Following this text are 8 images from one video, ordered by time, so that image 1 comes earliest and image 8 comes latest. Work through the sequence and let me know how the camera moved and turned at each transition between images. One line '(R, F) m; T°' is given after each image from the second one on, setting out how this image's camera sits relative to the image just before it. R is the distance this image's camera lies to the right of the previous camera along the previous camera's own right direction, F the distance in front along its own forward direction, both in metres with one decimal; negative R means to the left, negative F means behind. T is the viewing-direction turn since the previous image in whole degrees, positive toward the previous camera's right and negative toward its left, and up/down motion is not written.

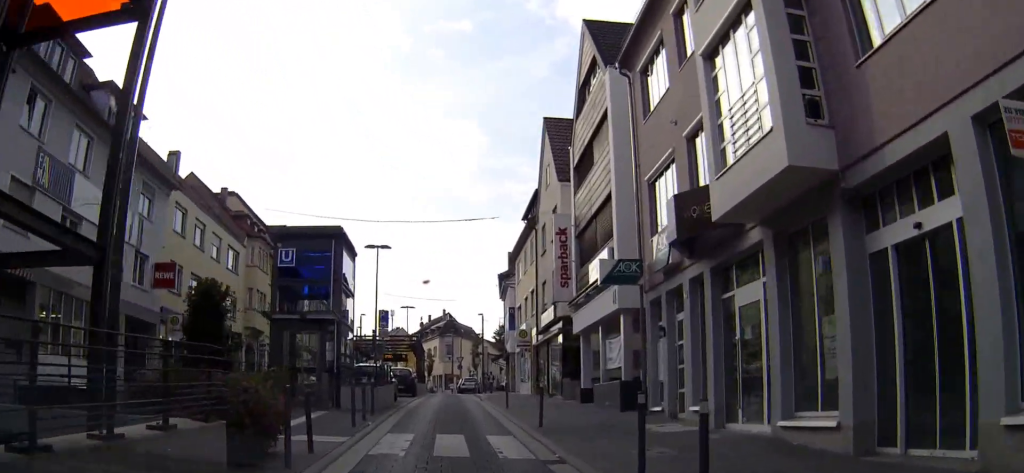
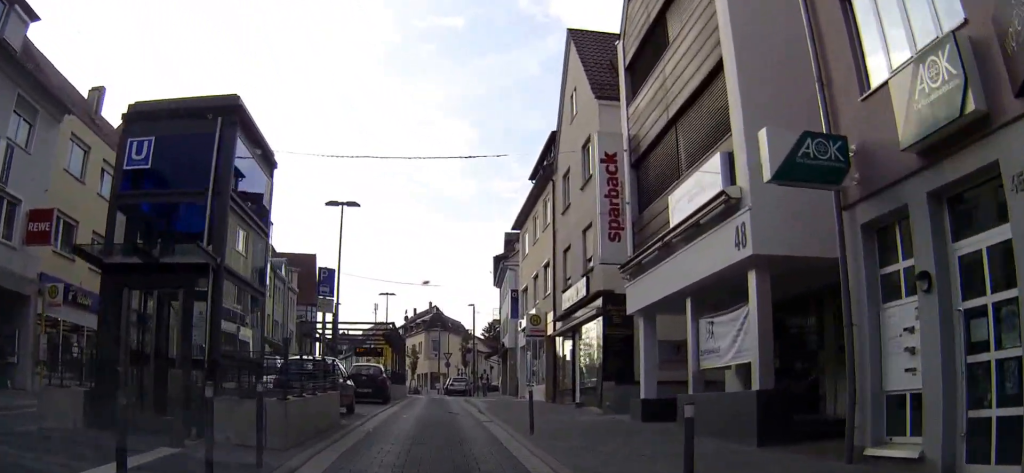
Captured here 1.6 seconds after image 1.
(+0.1, +10.7) m; +1°
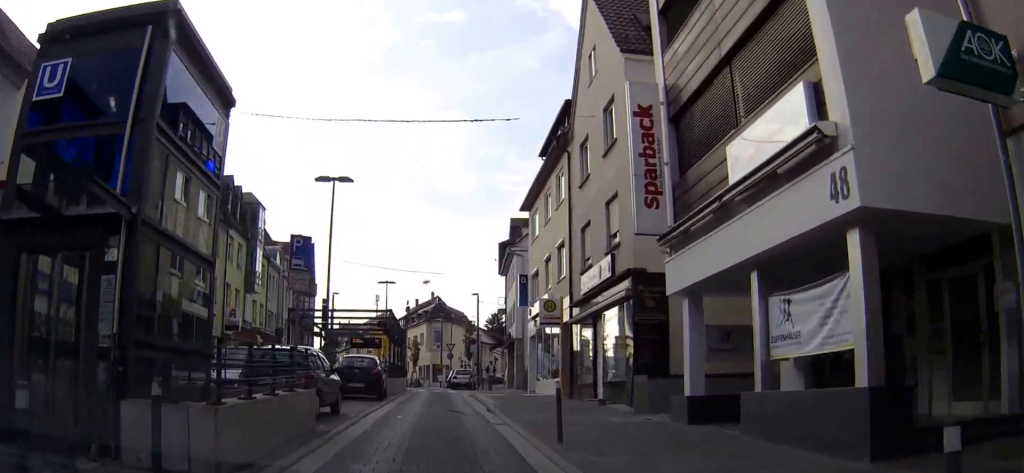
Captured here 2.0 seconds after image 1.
(0.0, +3.3) m; +1°
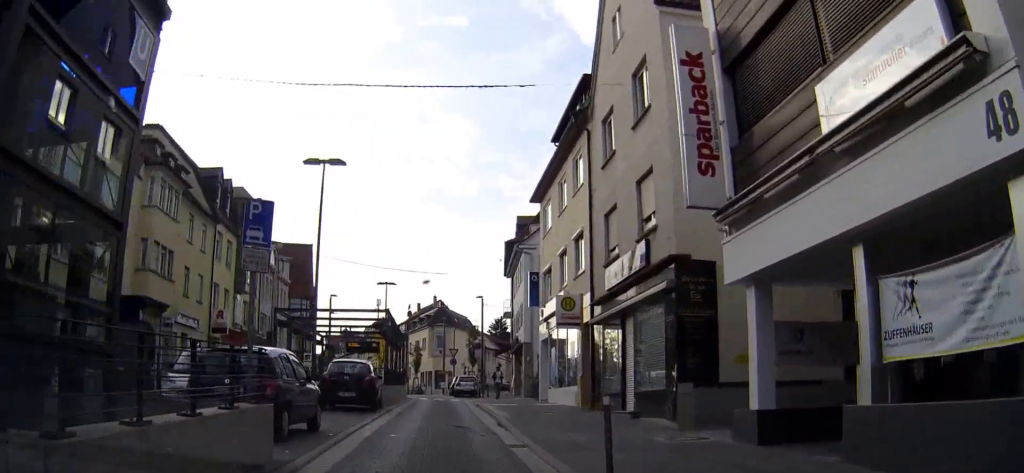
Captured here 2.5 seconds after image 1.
(0.0, +3.3) m; 0°
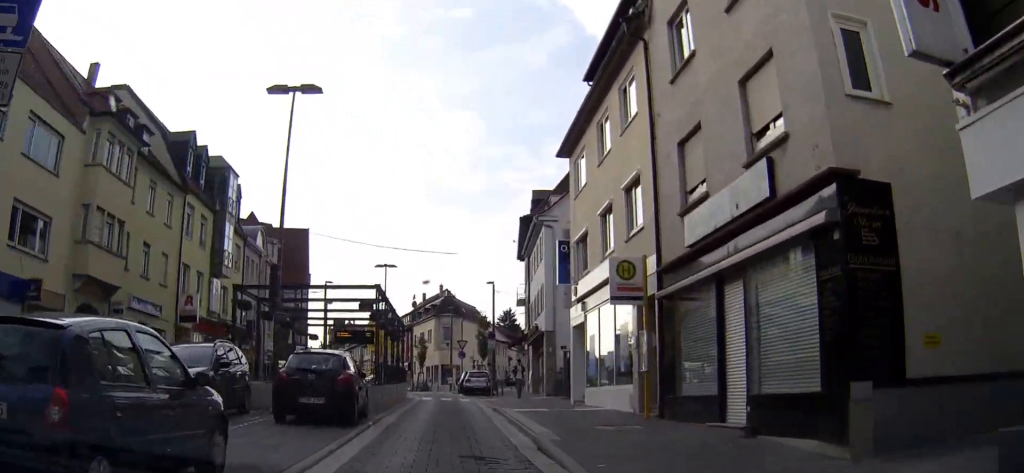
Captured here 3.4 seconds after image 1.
(+0.1, +6.7) m; 0°
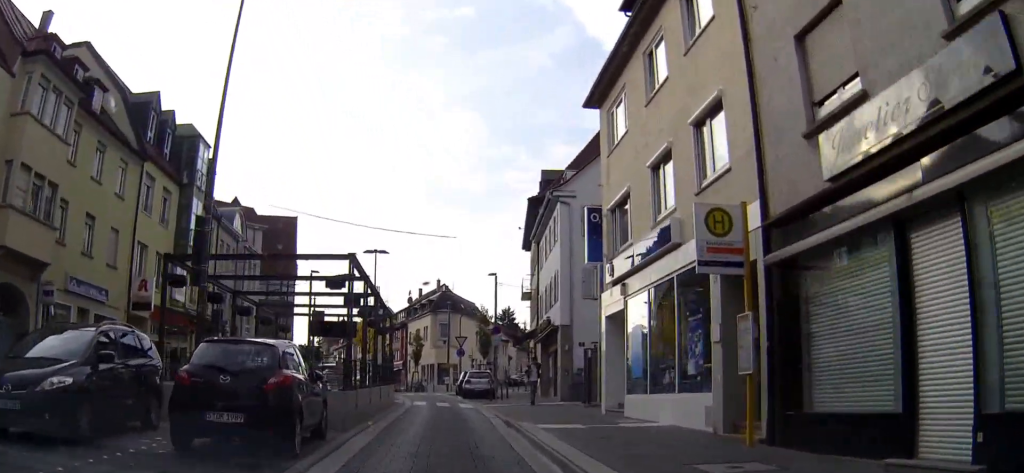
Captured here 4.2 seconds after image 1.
(-0.1, +5.7) m; +1°
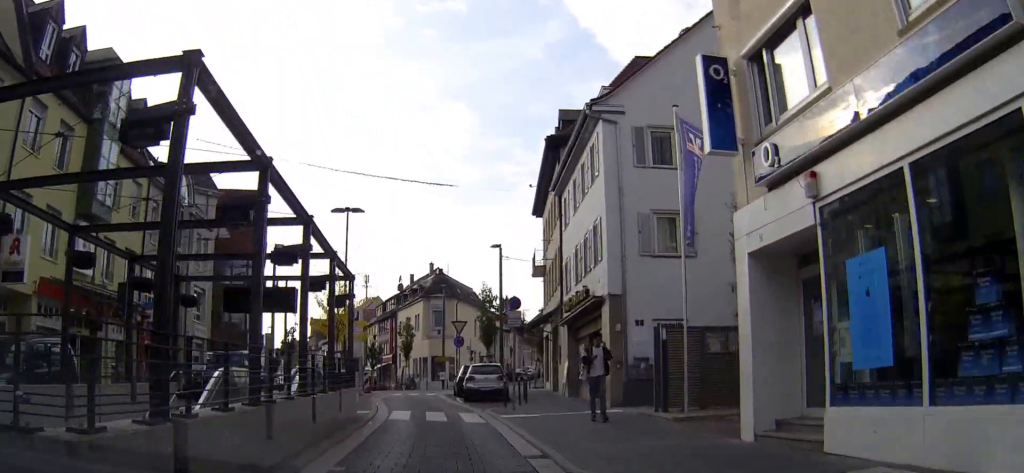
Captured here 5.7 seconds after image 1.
(+0.4, +10.2) m; 0°
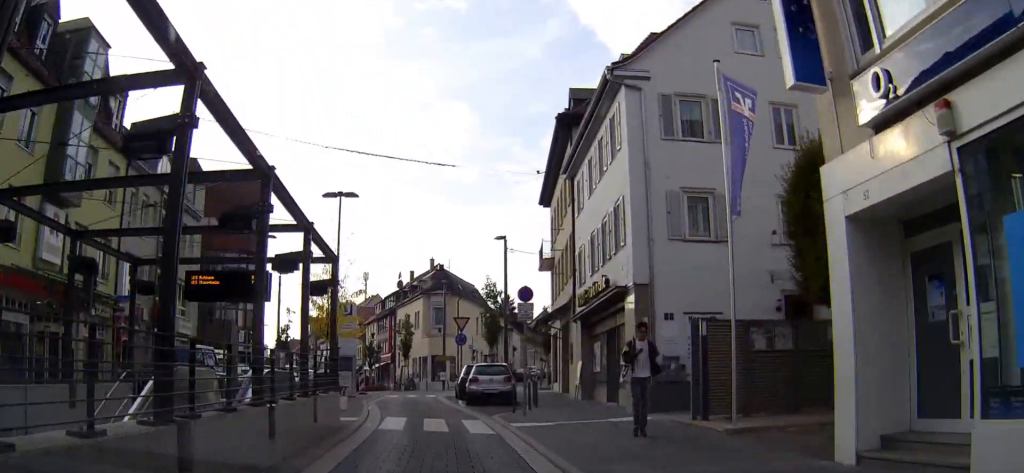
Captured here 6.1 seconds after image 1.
(+0.1, +2.8) m; -1°
